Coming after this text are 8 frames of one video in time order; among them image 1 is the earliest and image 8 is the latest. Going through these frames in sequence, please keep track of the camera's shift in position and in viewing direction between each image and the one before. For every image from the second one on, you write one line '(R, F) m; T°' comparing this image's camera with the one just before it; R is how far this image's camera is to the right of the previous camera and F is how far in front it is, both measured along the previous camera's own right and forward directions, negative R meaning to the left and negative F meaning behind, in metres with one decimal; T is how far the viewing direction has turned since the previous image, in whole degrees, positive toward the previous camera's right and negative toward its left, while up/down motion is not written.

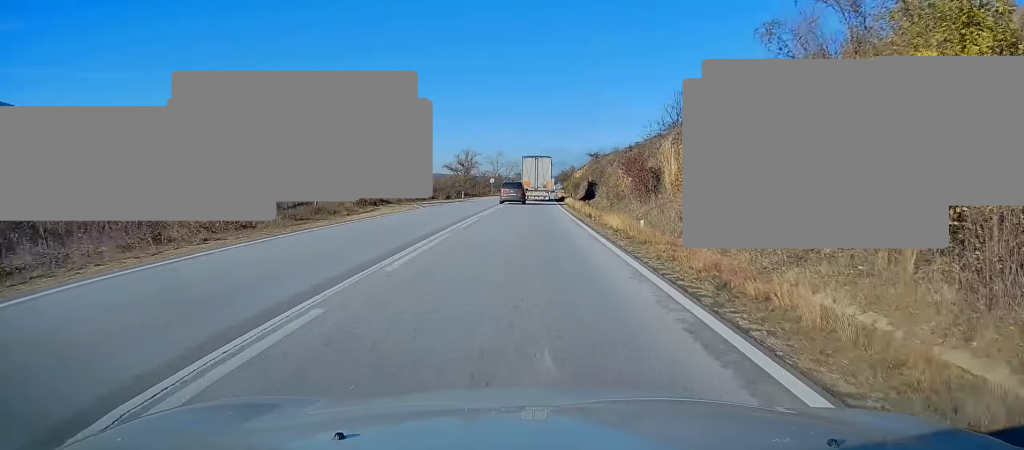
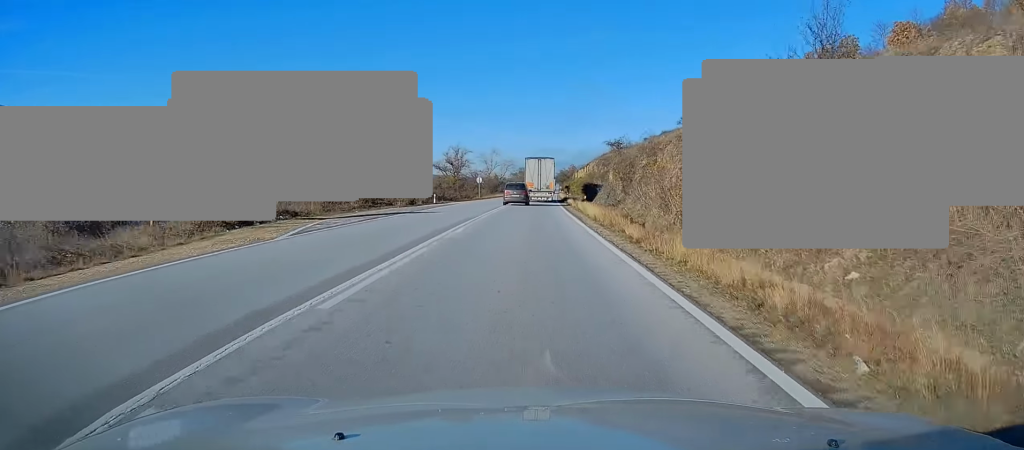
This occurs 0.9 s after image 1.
(-0.1, +20.7) m; -1°
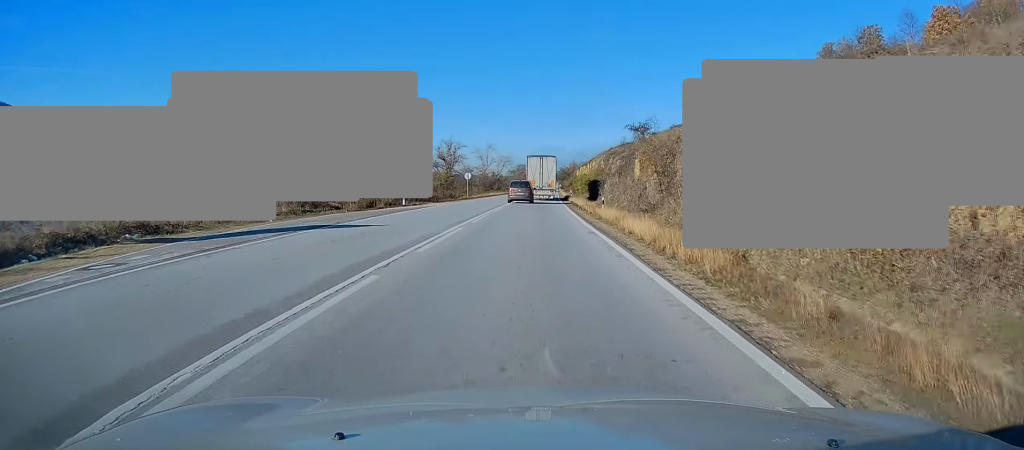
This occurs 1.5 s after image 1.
(-0.3, +13.1) m; +1°
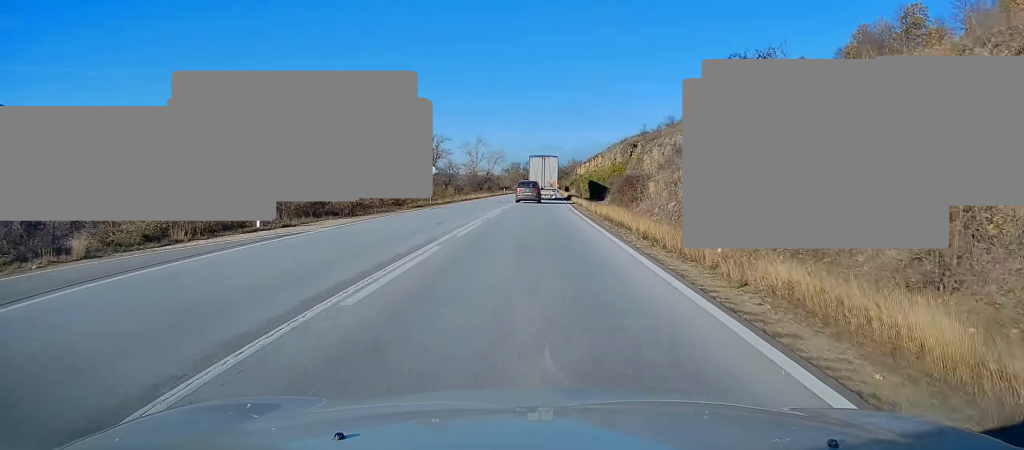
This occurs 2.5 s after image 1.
(+0.6, +23.0) m; +1°
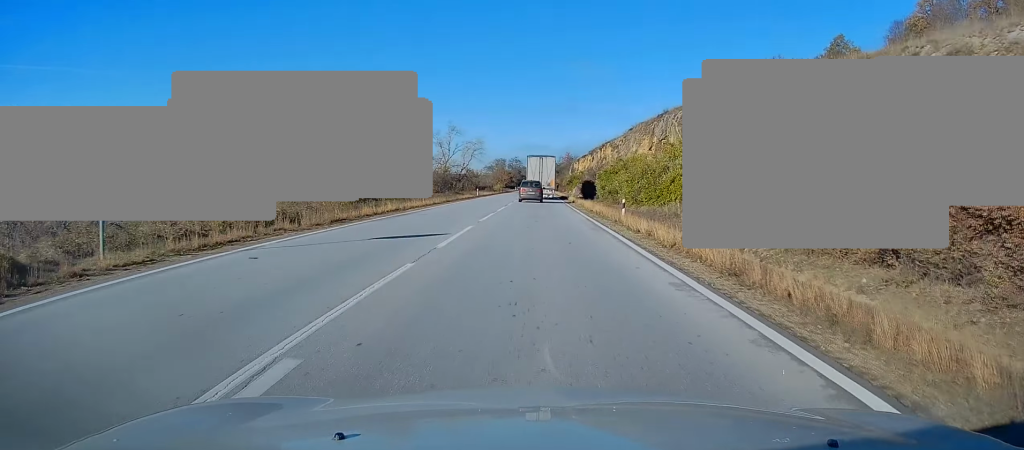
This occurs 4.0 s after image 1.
(-0.3, +34.9) m; -1°
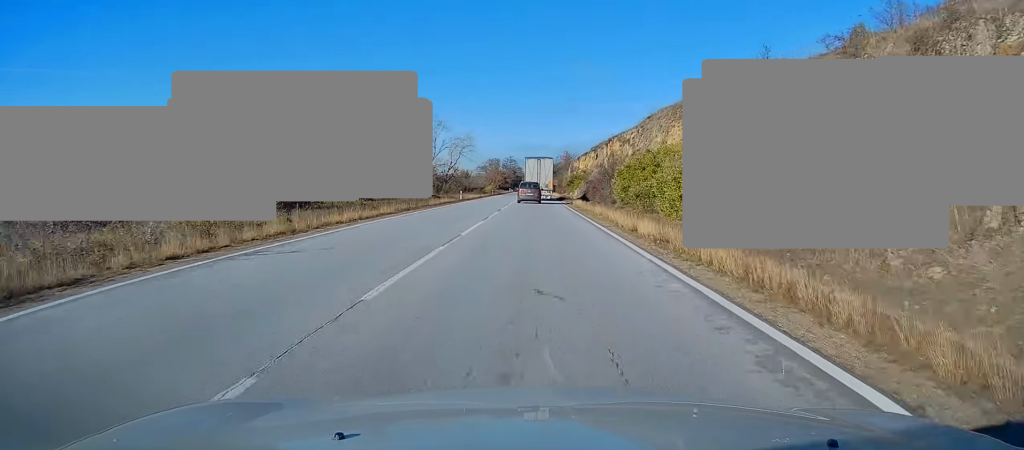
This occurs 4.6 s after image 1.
(-0.1, +14.4) m; +1°
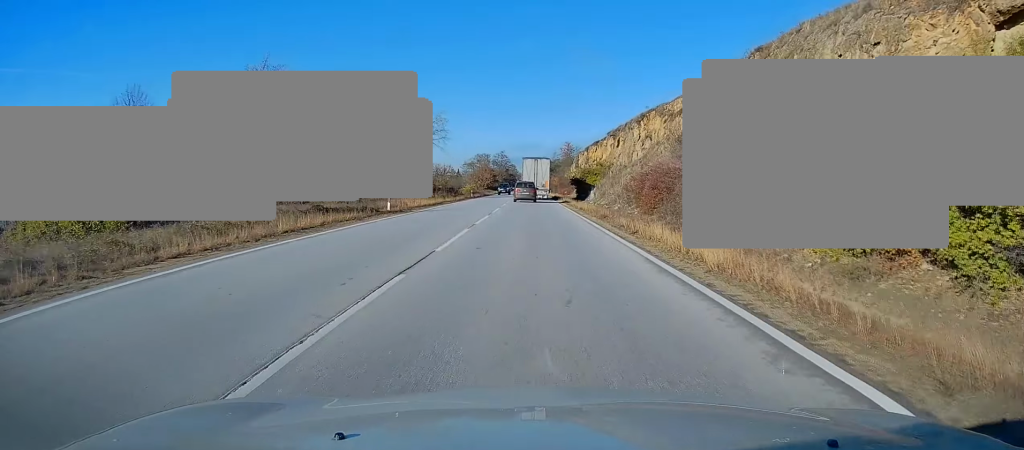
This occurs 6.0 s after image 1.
(+0.3, +31.6) m; 0°
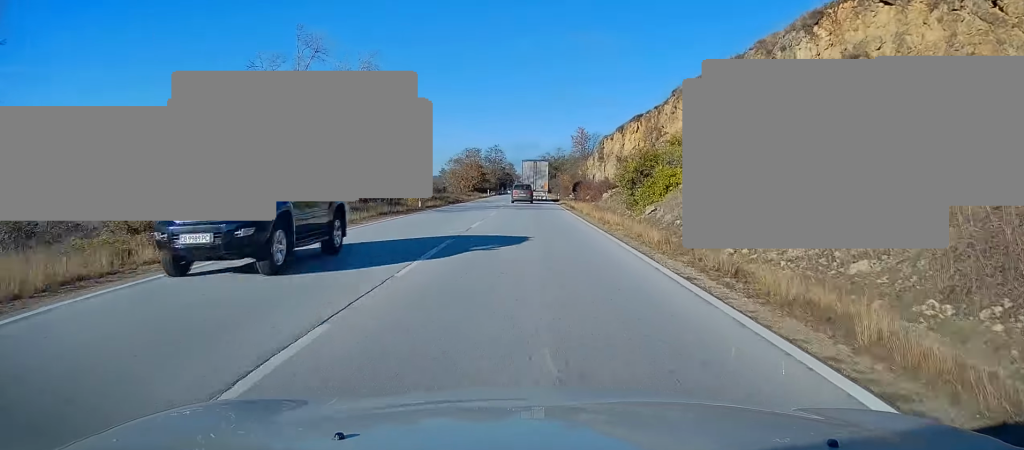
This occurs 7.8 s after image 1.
(+0.2, +38.8) m; +1°
